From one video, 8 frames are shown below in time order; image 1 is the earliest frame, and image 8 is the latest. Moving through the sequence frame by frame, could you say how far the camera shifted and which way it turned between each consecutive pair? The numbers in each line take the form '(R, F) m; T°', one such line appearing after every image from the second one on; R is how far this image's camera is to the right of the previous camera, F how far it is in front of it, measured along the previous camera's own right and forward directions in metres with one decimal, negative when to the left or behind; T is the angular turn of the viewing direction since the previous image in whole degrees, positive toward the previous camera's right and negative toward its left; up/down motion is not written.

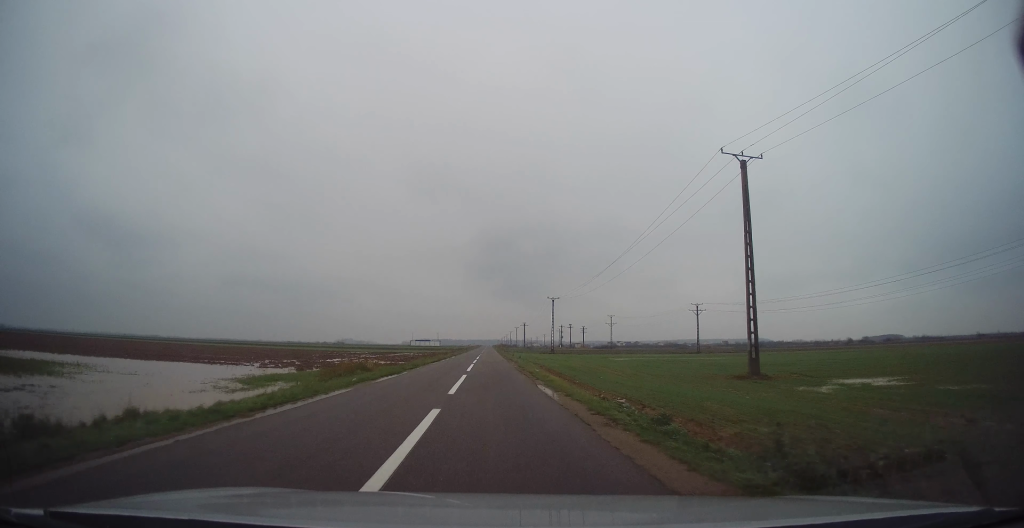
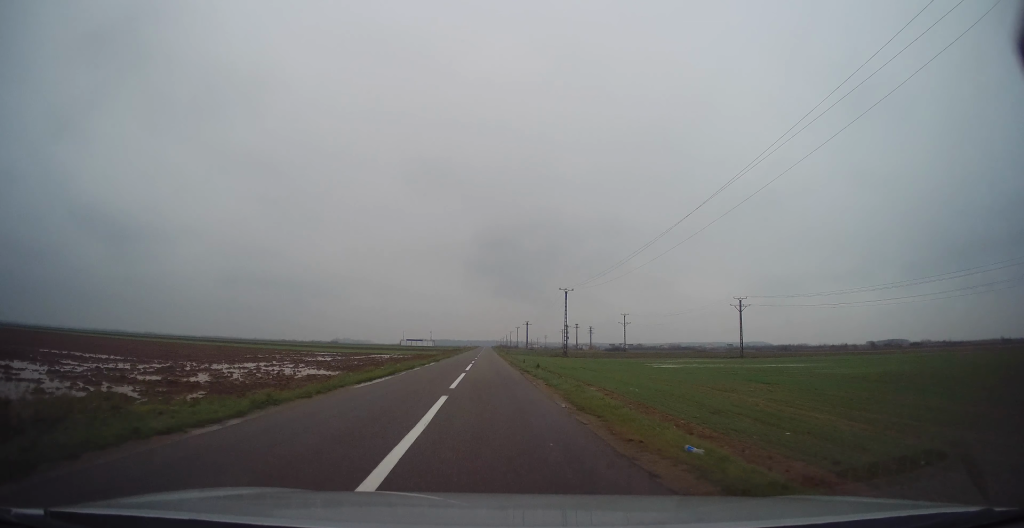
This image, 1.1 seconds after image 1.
(+0.1, +21.8) m; 0°
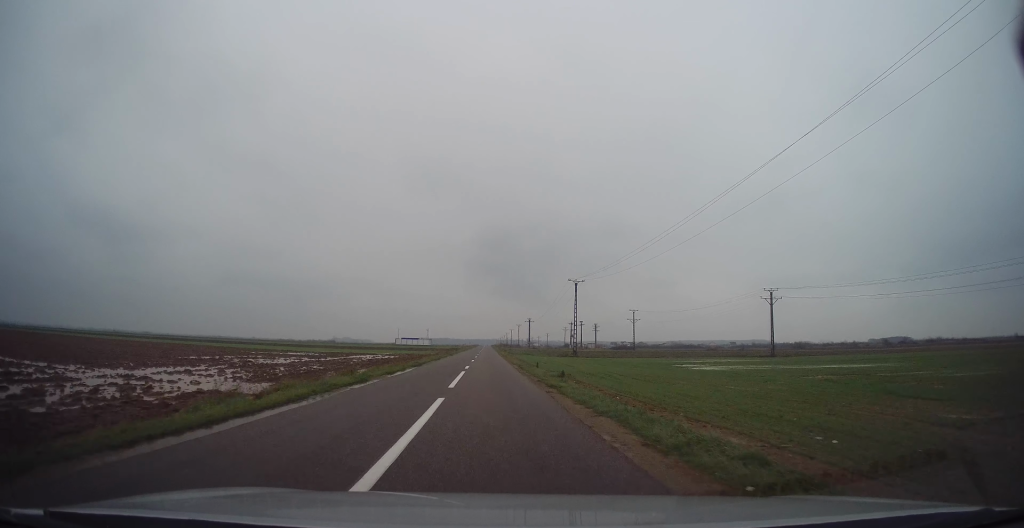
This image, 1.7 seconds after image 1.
(-0.1, +11.7) m; 0°
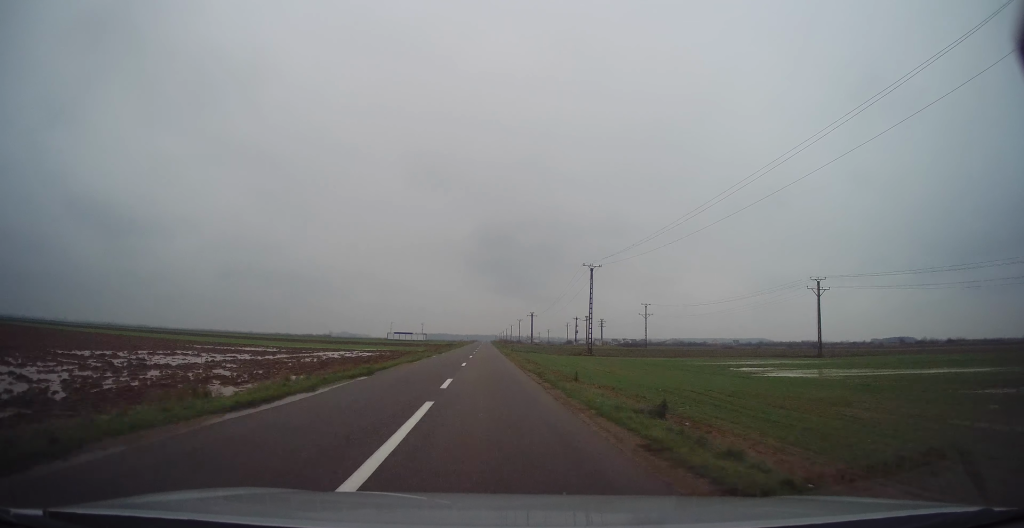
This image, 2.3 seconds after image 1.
(0.0, +13.8) m; 0°
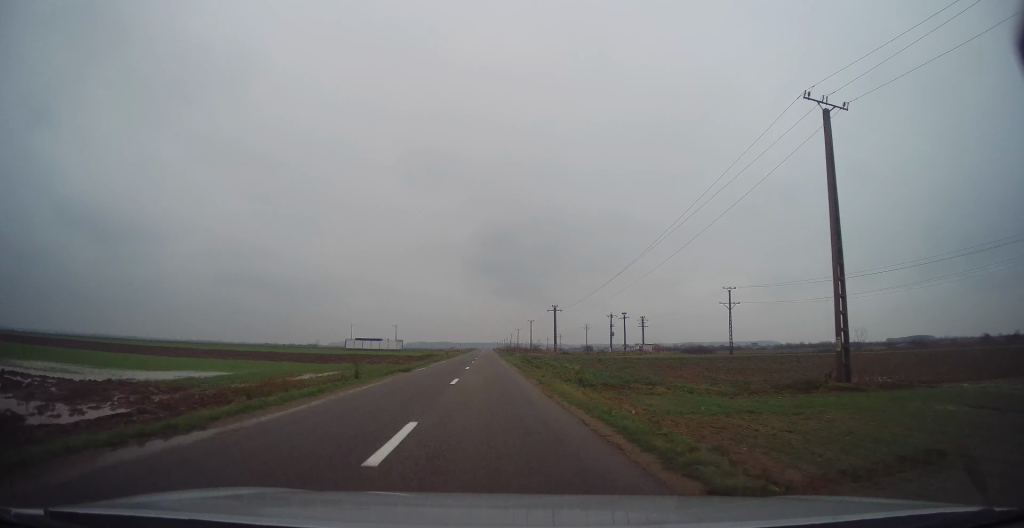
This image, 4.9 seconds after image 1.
(+0.5, +56.8) m; +1°
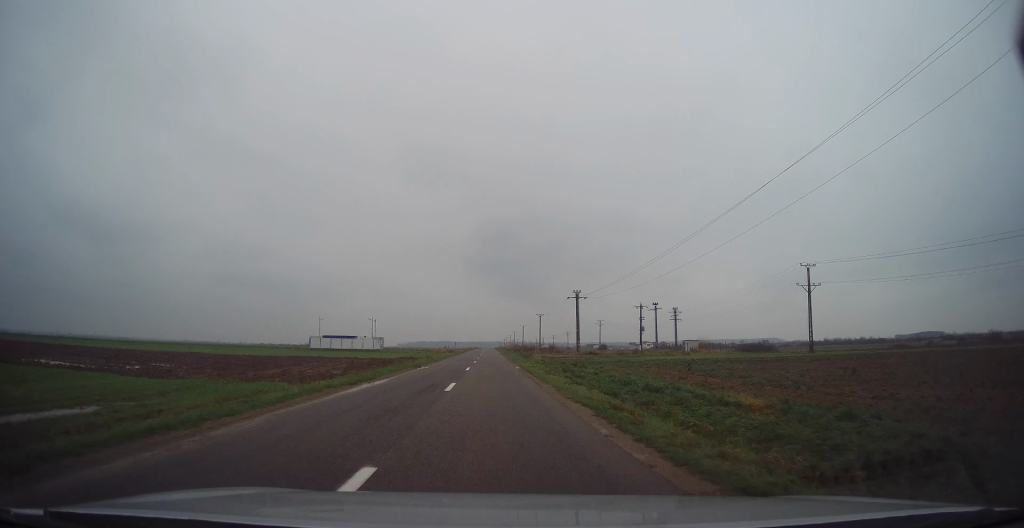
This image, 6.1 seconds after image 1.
(+0.1, +27.5) m; -1°
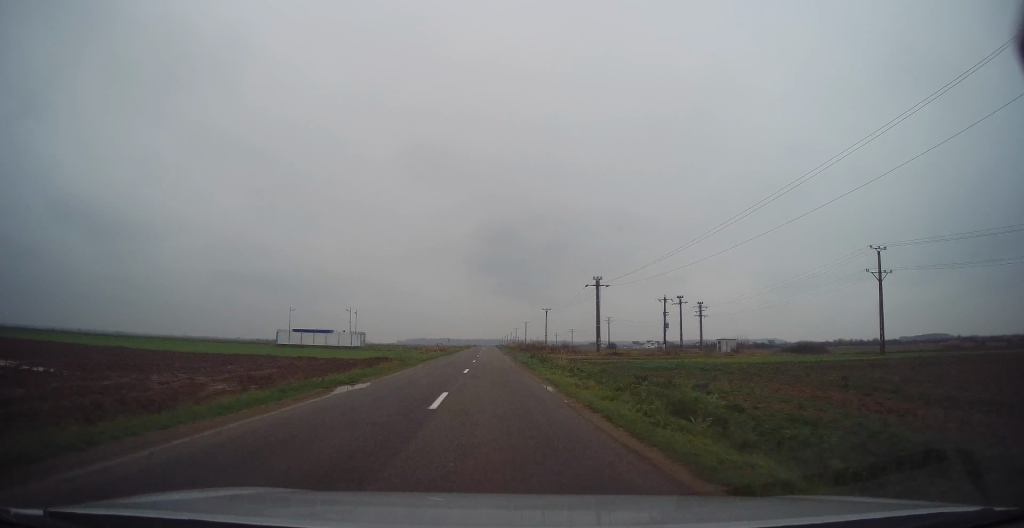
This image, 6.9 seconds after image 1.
(-0.1, +16.7) m; 0°
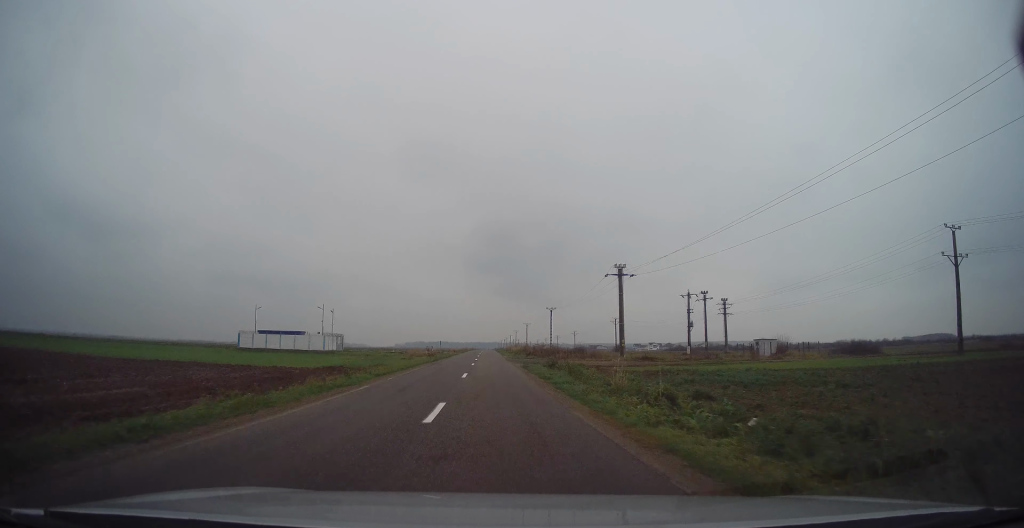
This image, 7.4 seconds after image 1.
(-0.2, +13.5) m; 0°
